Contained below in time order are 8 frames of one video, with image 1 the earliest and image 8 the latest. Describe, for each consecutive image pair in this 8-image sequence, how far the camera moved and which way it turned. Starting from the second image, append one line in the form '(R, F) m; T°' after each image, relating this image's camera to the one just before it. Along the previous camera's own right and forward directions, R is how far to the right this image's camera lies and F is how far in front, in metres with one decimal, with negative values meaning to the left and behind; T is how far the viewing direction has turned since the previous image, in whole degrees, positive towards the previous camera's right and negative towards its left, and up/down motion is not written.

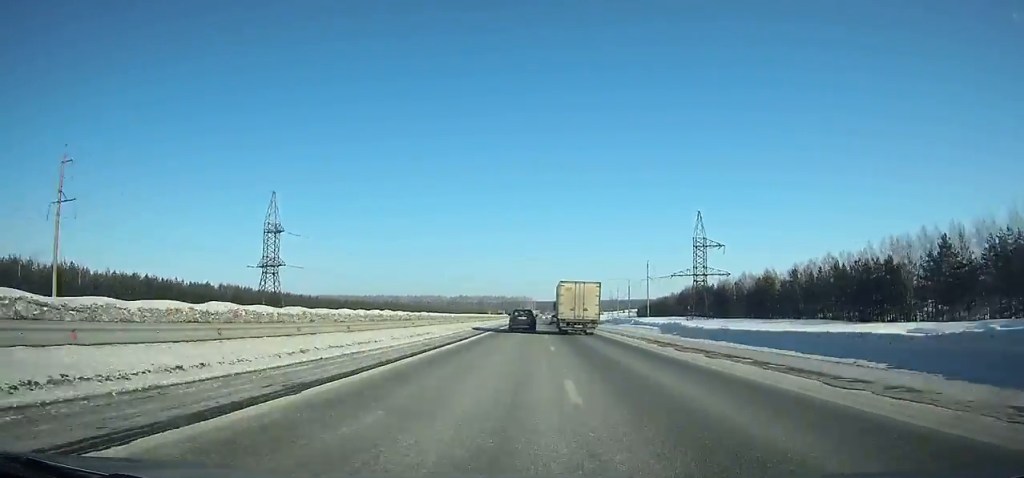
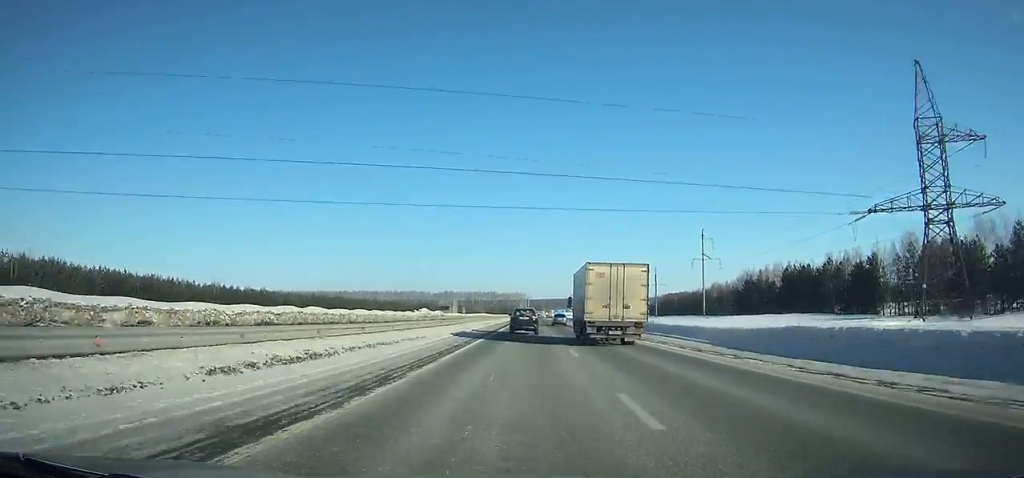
(+0.3, +86.8) m; 0°
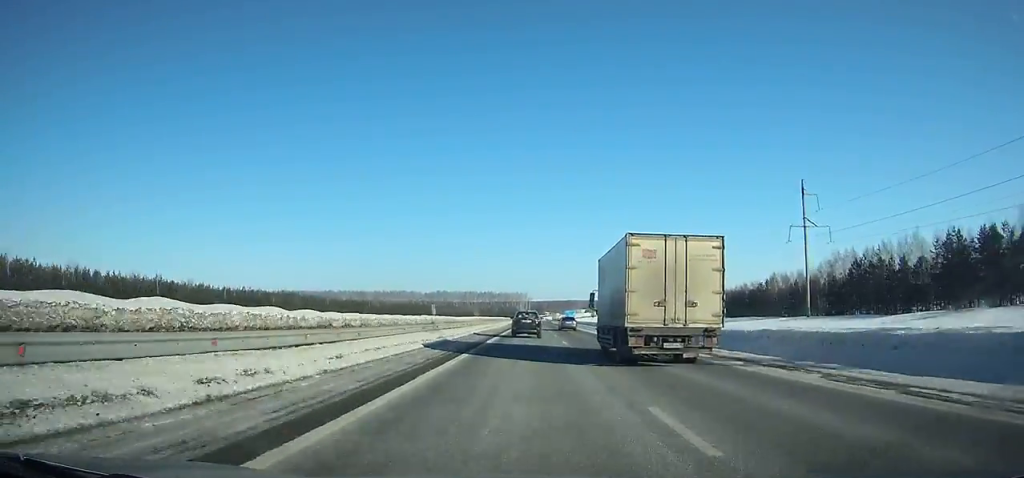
(0.0, +61.8) m; 0°
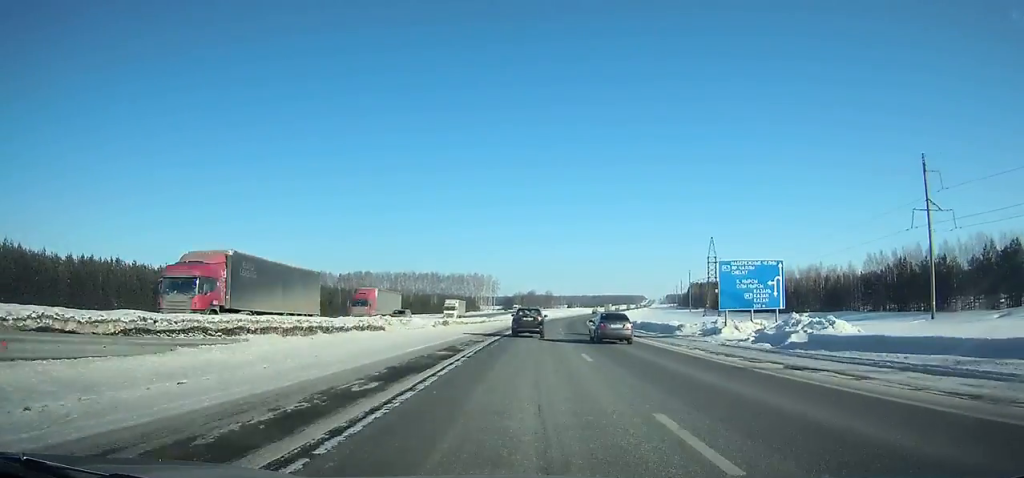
(+2.8, +212.3) m; +4°
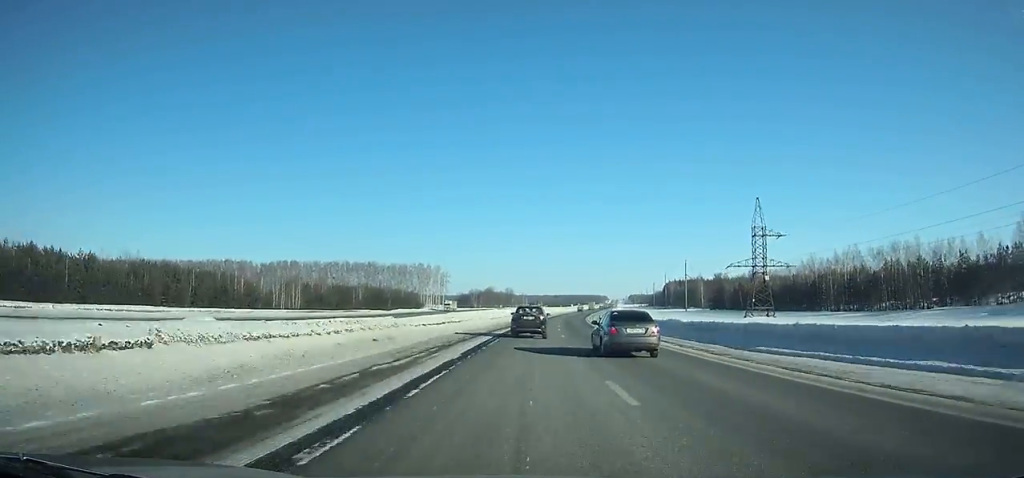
(+1.7, +64.2) m; +3°
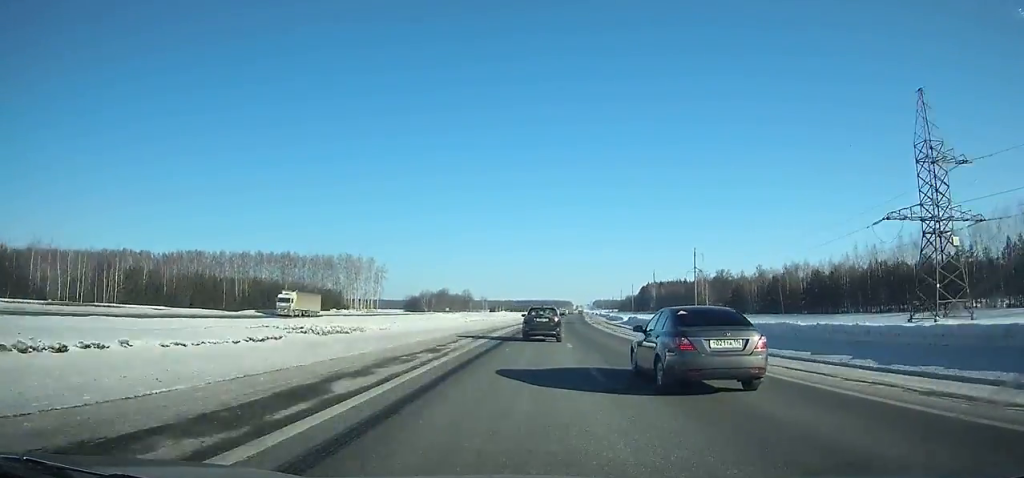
(+2.0, +65.0) m; +4°
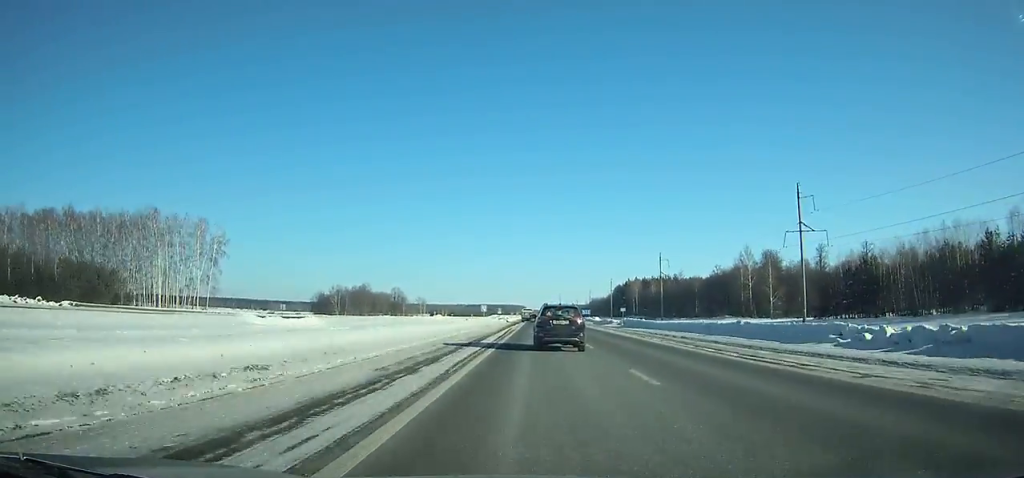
(+5.0, +101.4) m; +5°
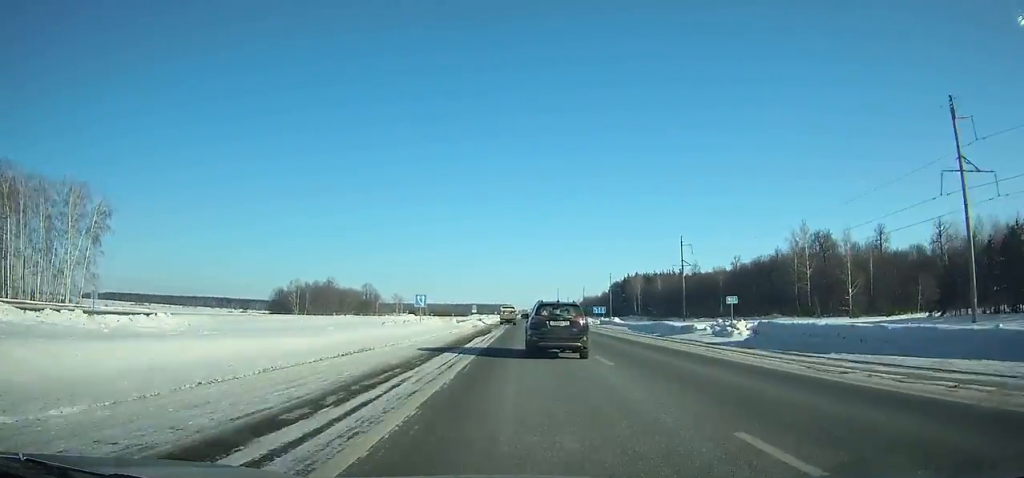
(+0.4, +42.9) m; +1°
